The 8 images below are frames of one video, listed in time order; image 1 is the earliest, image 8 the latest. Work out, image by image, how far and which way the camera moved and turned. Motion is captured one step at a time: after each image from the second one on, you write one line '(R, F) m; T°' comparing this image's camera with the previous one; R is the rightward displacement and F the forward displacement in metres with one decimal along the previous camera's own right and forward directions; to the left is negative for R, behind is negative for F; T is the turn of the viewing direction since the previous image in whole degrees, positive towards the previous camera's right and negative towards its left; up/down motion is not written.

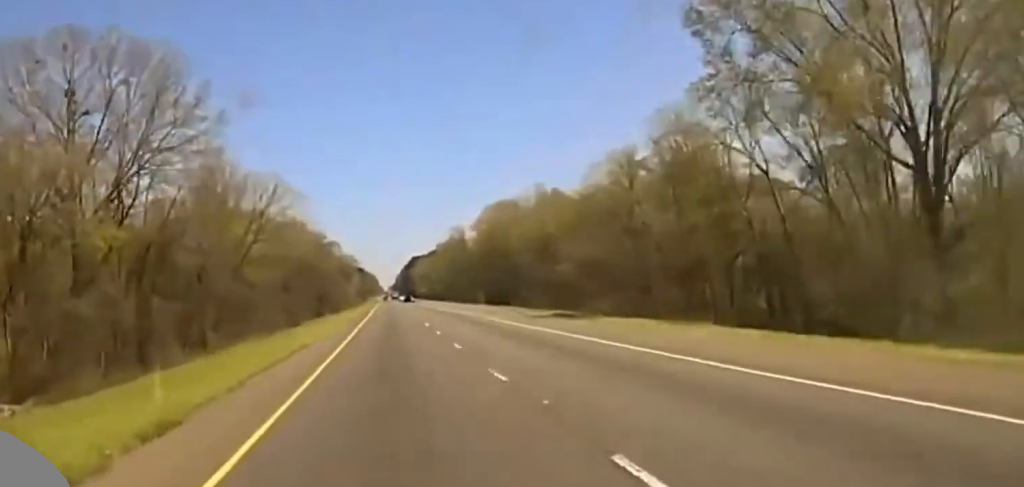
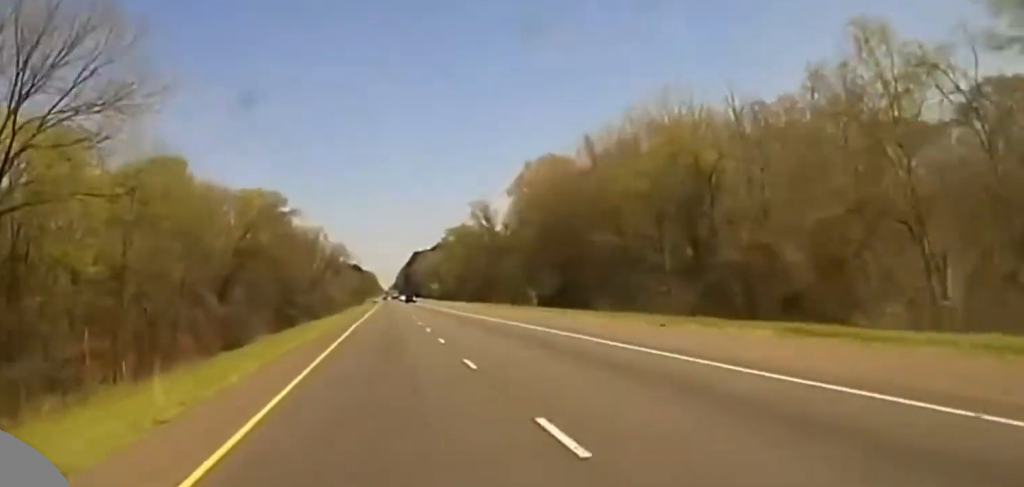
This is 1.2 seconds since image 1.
(+0.2, +70.6) m; 0°
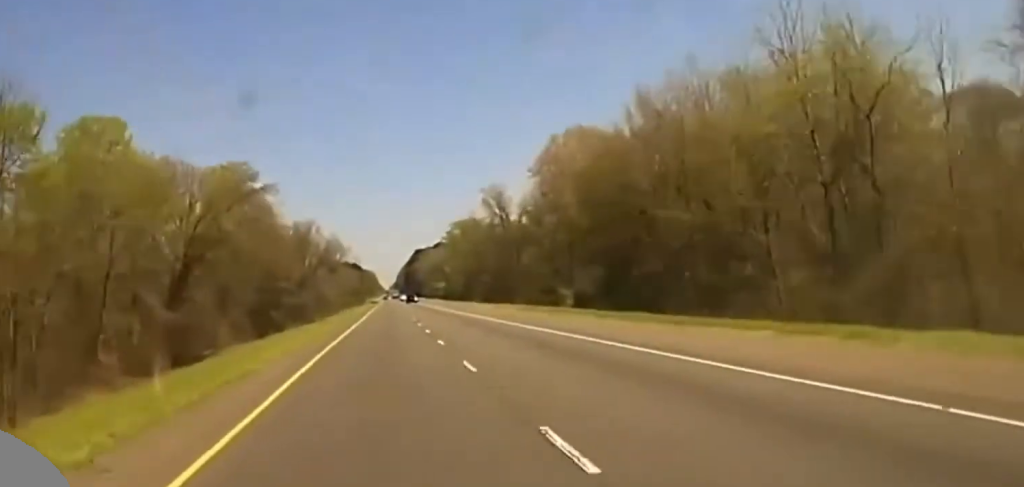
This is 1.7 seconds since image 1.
(0.0, +27.6) m; 0°
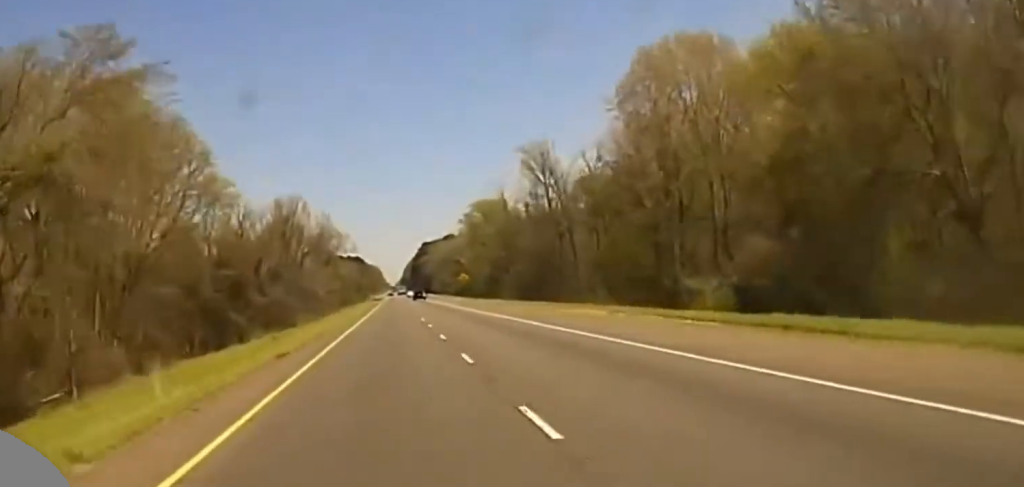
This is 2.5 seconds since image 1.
(0.0, +47.6) m; 0°
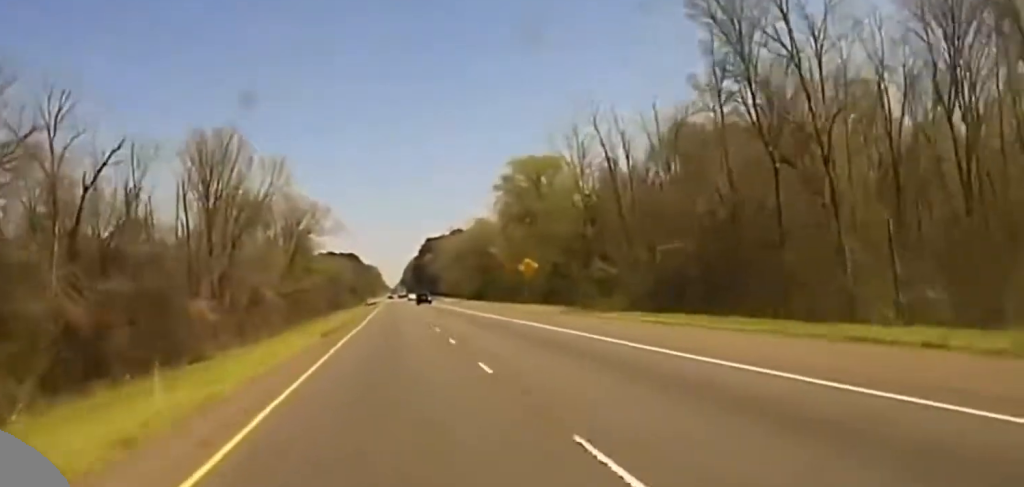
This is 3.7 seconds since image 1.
(-0.2, +76.4) m; 0°
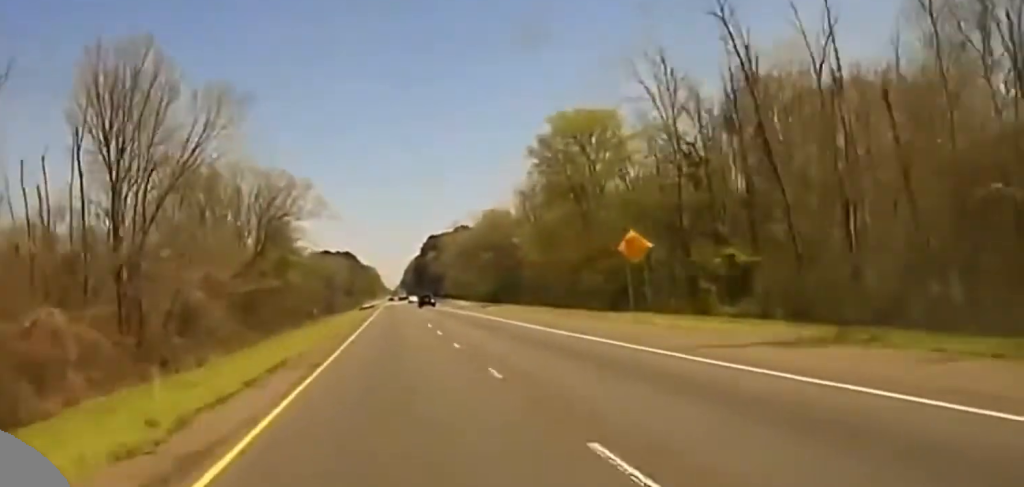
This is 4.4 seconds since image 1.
(-0.1, +41.0) m; 0°
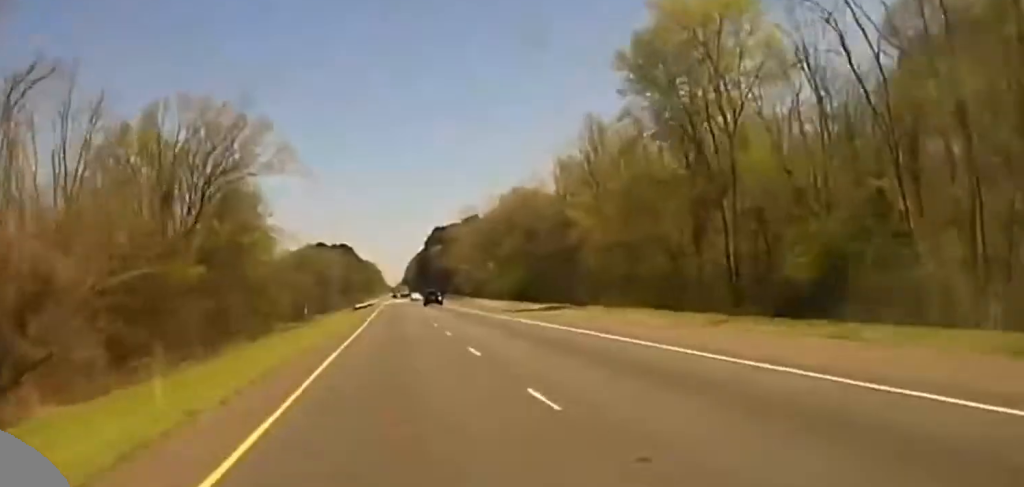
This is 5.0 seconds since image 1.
(-0.1, +39.6) m; 0°
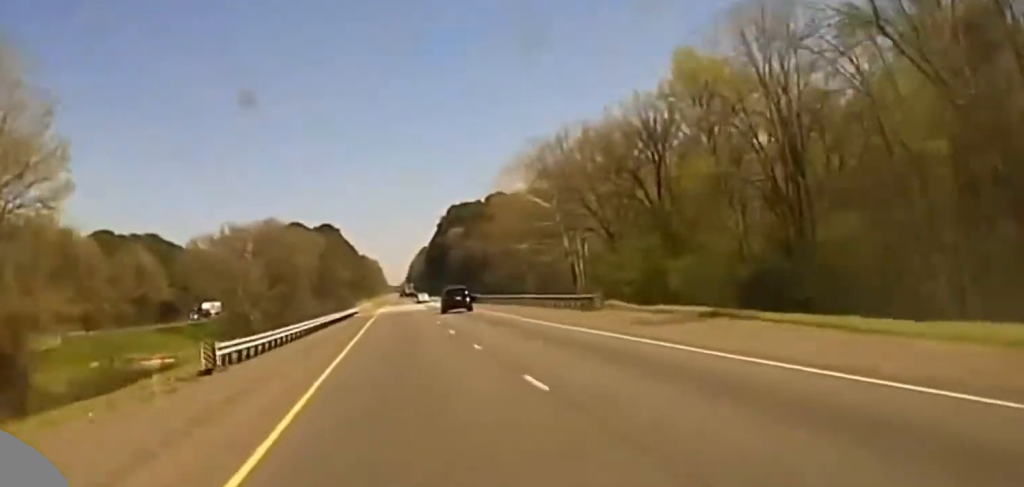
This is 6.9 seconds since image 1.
(+0.4, +111.6) m; 0°
